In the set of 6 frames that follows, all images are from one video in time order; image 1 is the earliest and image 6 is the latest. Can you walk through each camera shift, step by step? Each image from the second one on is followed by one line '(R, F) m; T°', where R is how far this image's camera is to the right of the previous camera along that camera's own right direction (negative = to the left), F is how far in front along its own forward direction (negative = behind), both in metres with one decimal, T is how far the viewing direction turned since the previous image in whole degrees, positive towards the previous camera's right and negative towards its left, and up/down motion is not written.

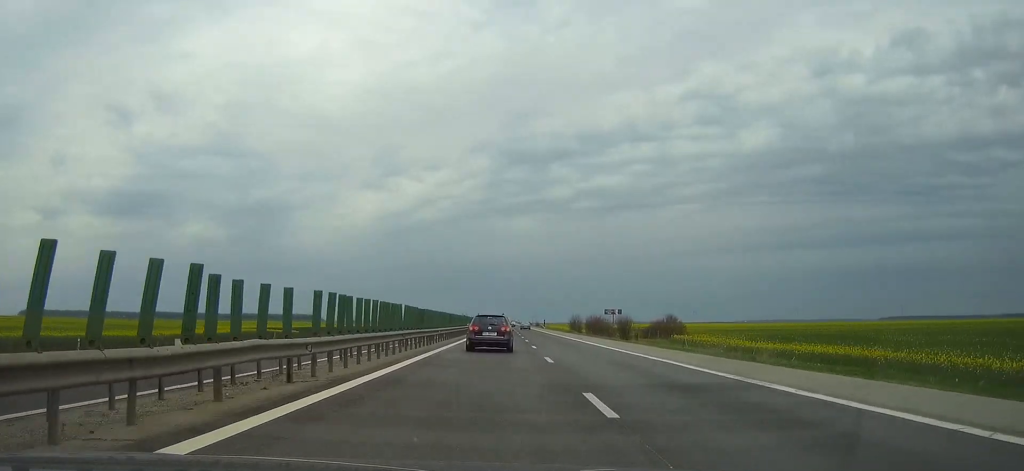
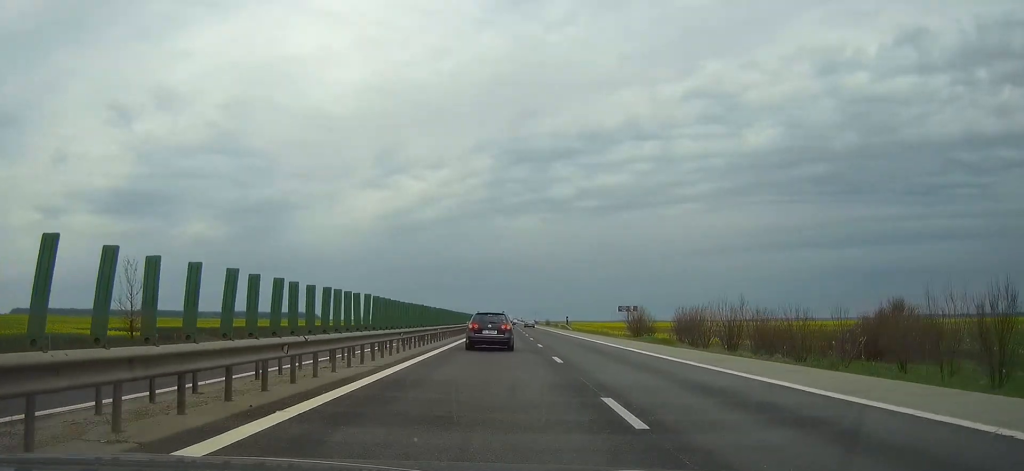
(-0.2, +62.3) m; 0°
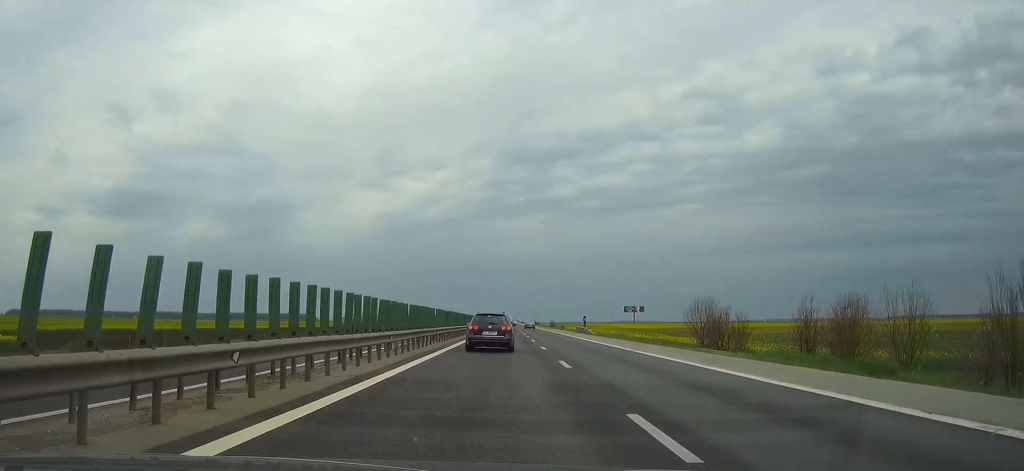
(0.0, +26.2) m; 0°
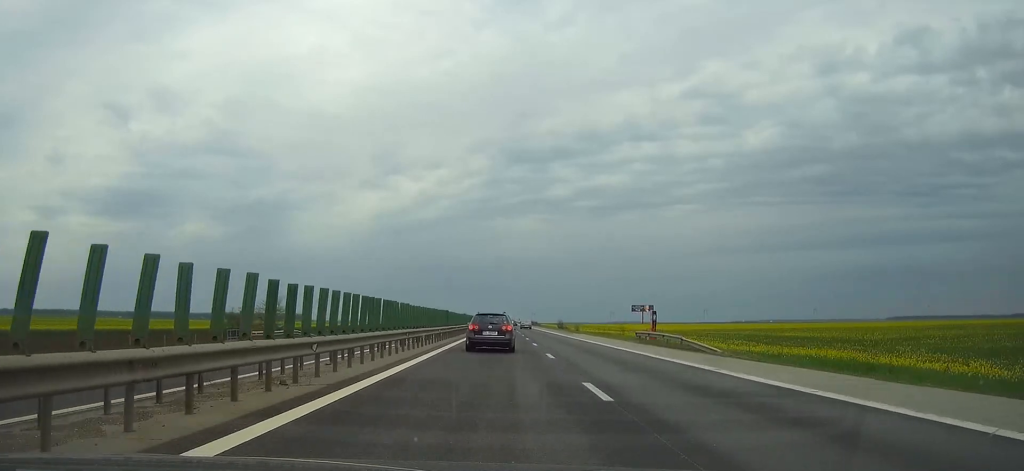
(0.0, +44.1) m; 0°
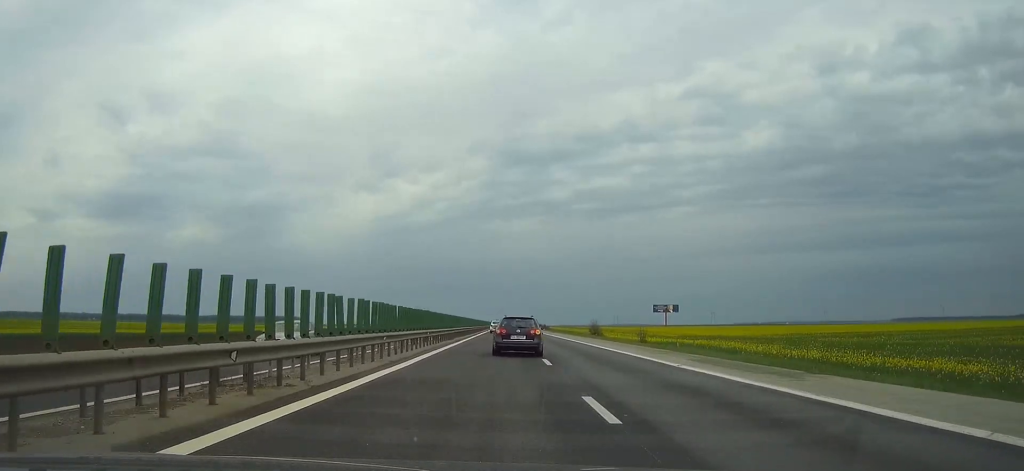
(+0.2, +63.3) m; 0°
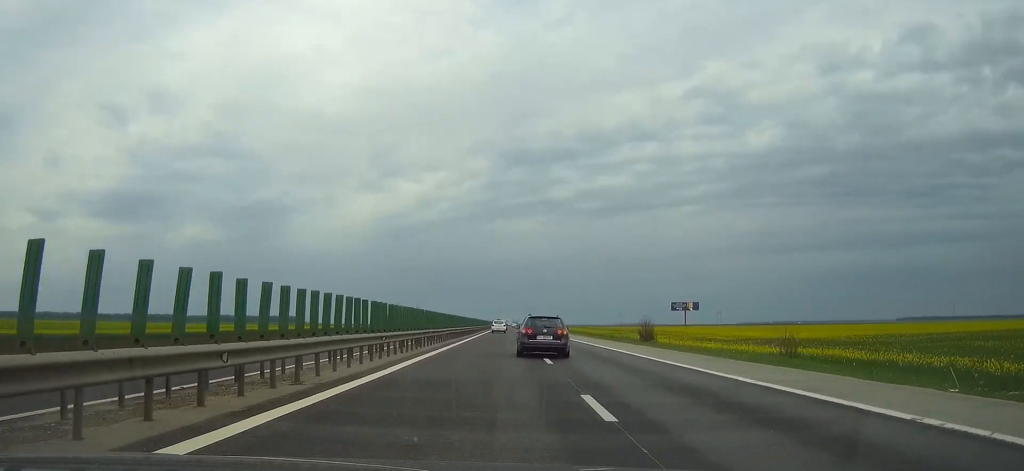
(+0.1, +36.2) m; 0°
